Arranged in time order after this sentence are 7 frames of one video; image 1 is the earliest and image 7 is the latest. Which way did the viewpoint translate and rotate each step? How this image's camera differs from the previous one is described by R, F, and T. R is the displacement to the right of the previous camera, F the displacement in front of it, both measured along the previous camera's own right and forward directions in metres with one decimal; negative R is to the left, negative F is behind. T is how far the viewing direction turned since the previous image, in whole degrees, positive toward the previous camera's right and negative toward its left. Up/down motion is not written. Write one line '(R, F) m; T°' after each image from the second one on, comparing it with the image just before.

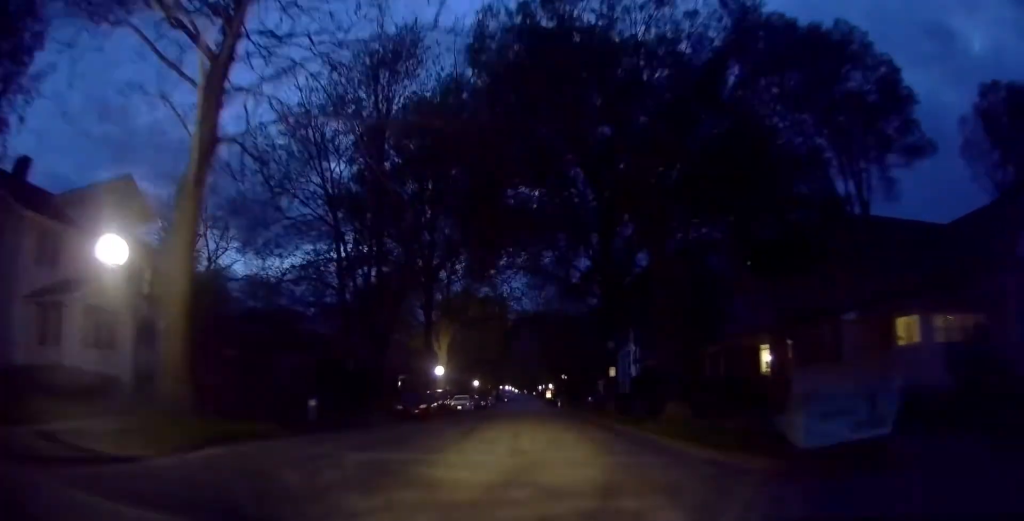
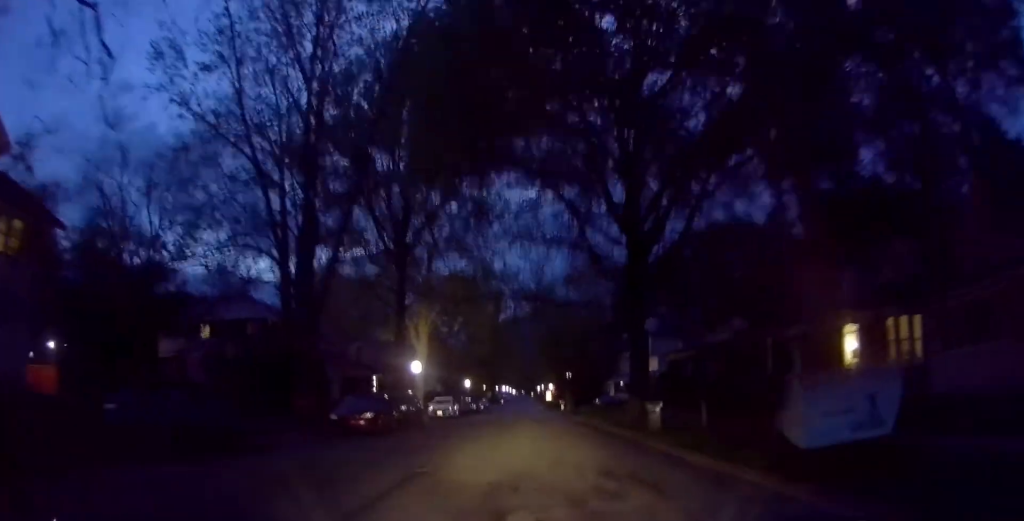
(+0.1, +10.7) m; +1°
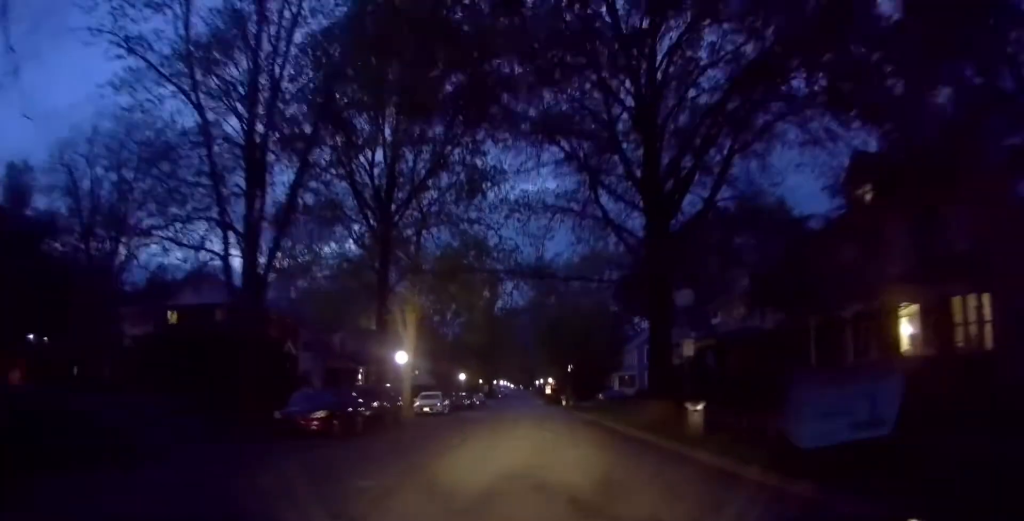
(+0.1, +4.6) m; +1°
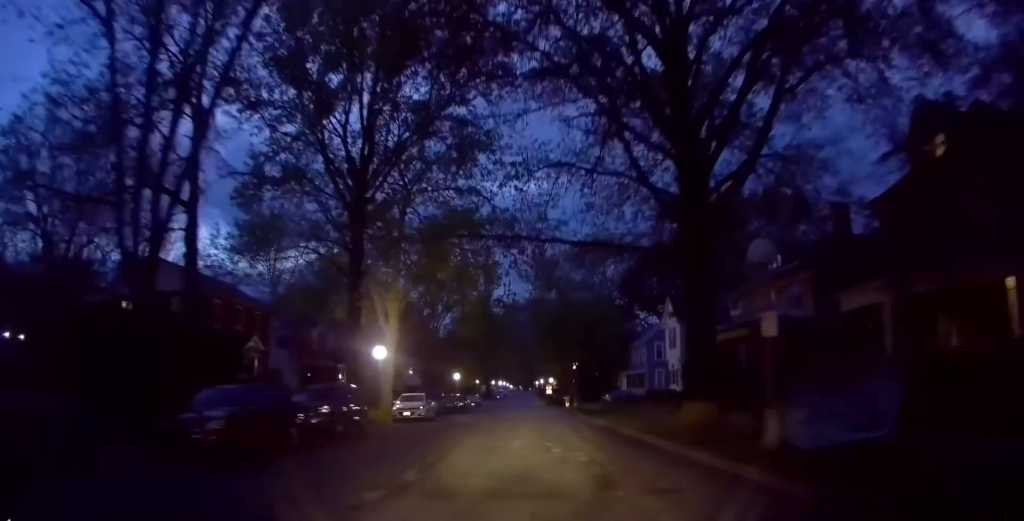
(0.0, +6.0) m; 0°
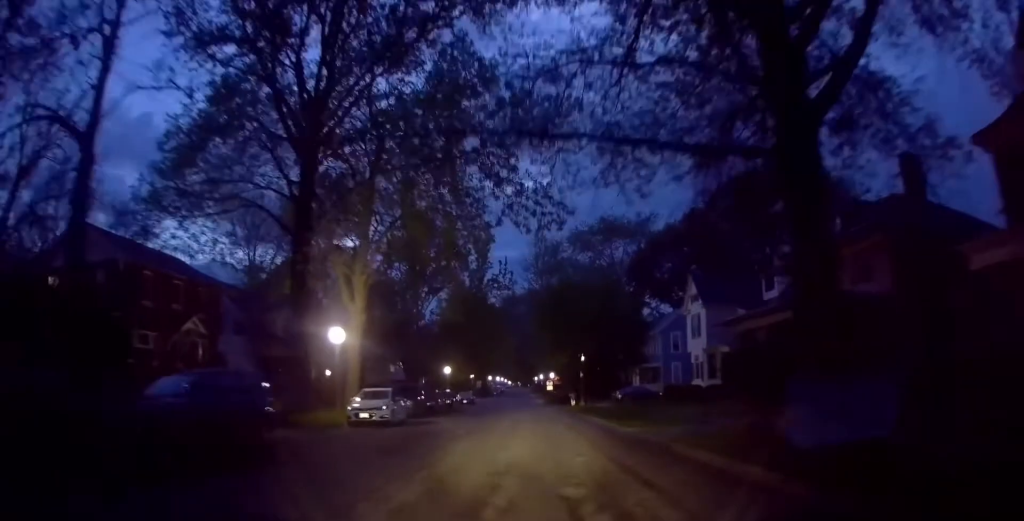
(0.0, +7.5) m; 0°
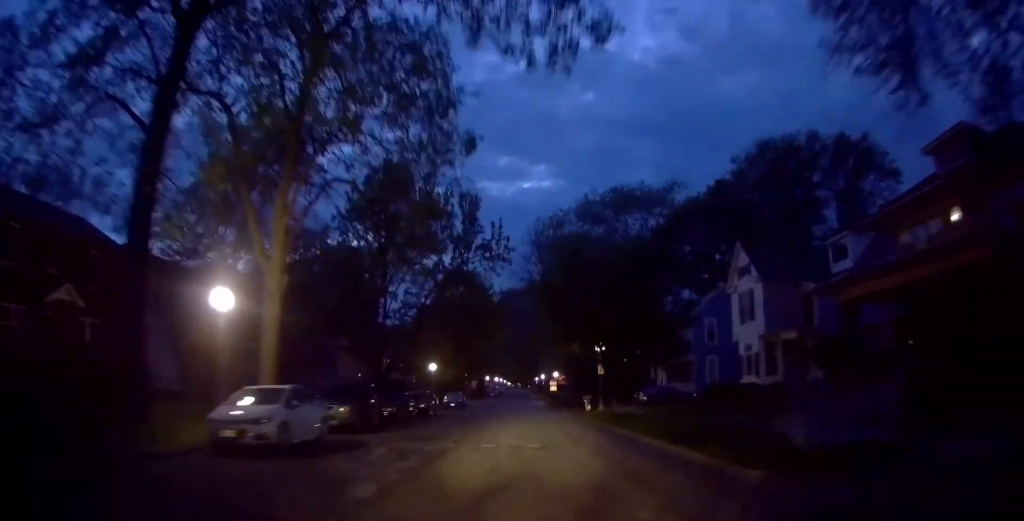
(0.0, +9.9) m; 0°
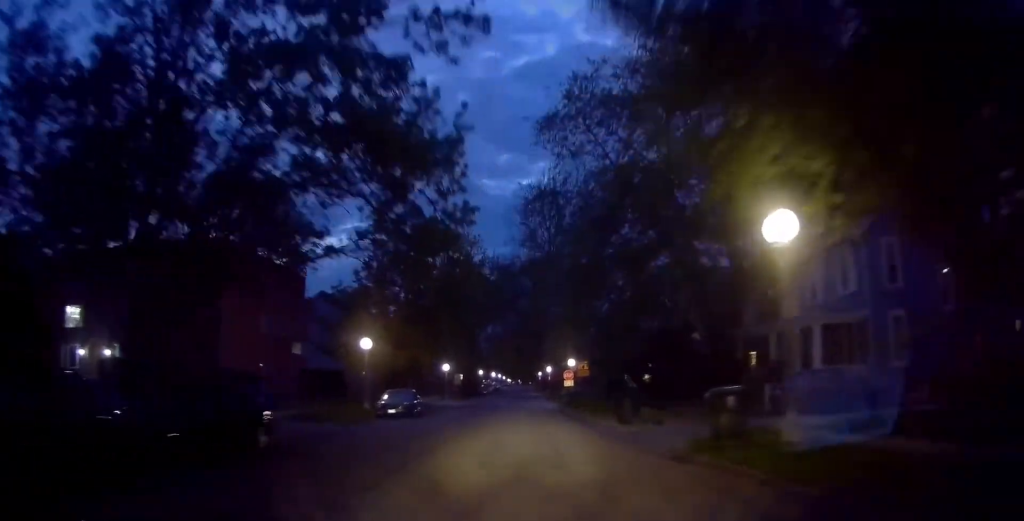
(0.0, +22.9) m; 0°
